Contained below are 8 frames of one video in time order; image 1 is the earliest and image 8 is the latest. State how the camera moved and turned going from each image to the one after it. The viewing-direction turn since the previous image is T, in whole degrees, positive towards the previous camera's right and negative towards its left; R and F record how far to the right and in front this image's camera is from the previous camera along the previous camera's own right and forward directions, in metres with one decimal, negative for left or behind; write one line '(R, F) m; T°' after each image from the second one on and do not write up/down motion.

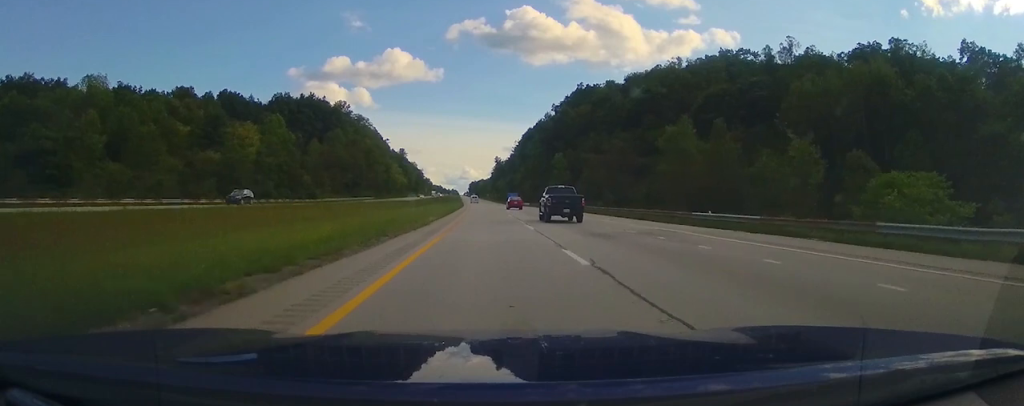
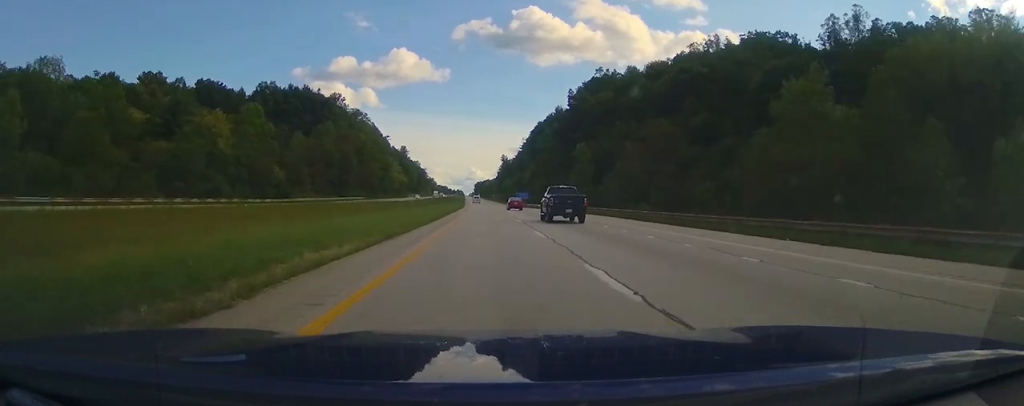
(-0.2, +21.1) m; 0°
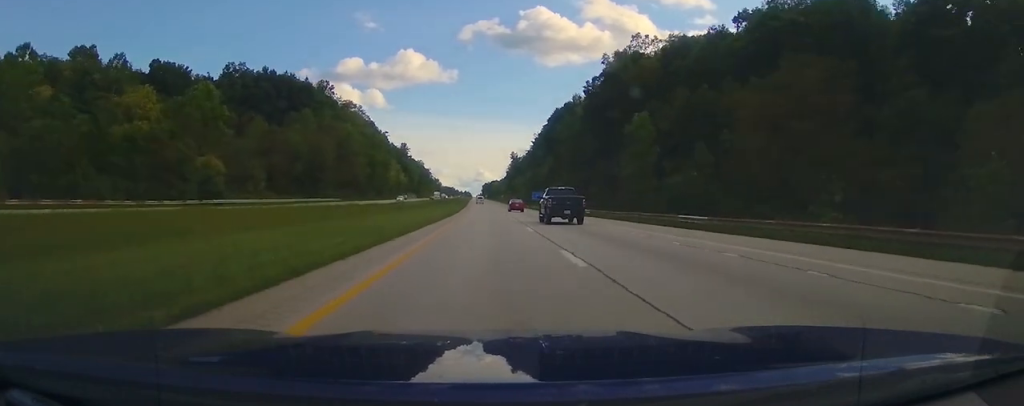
(0.0, +32.3) m; 0°
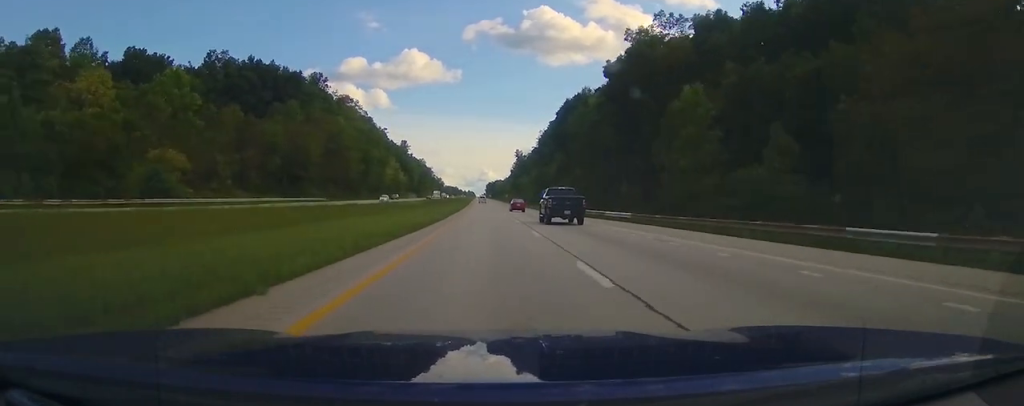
(0.0, +14.5) m; 0°
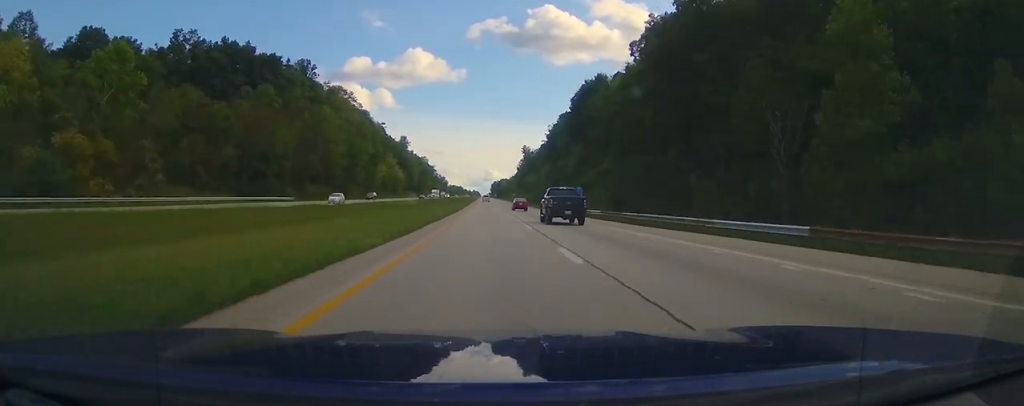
(0.0, +21.2) m; 0°
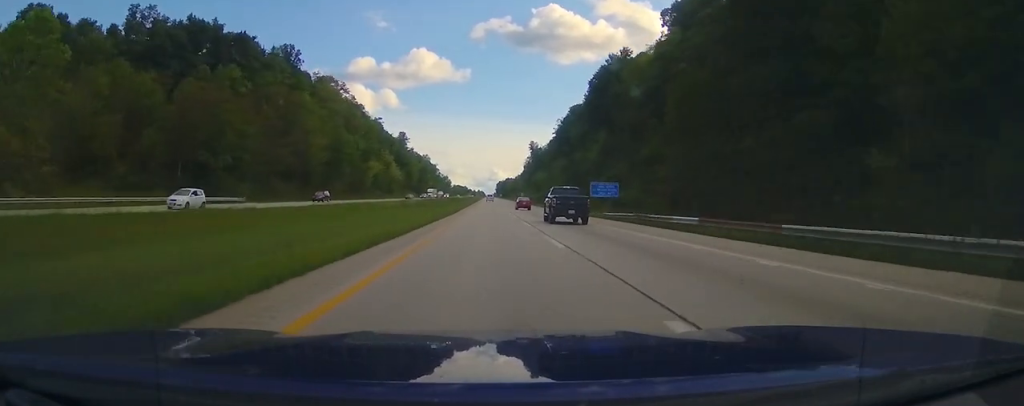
(0.0, +21.2) m; 0°
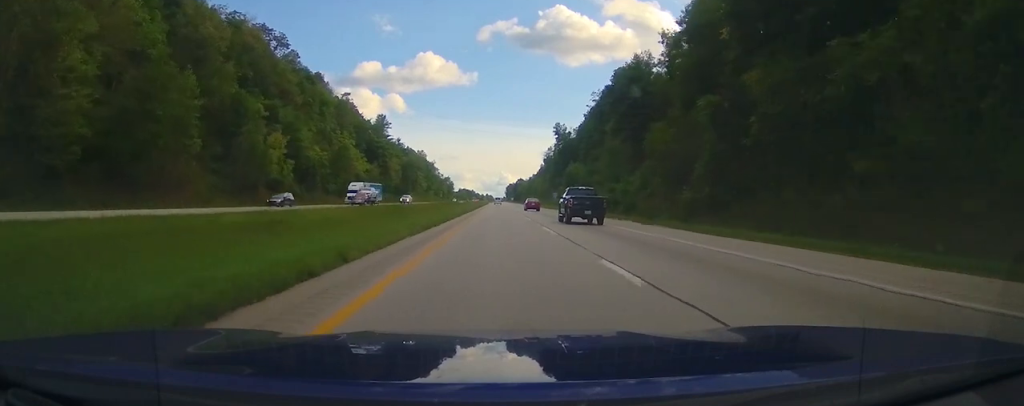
(-0.1, +78.1) m; -1°
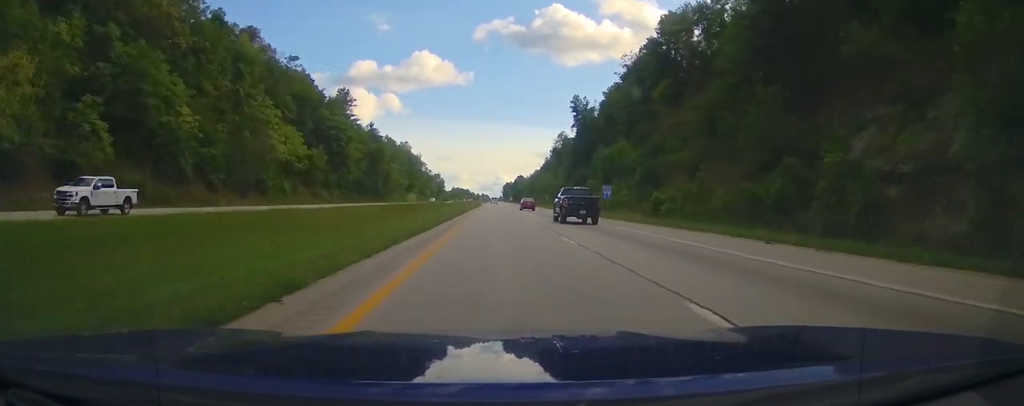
(-0.7, +54.0) m; -1°
